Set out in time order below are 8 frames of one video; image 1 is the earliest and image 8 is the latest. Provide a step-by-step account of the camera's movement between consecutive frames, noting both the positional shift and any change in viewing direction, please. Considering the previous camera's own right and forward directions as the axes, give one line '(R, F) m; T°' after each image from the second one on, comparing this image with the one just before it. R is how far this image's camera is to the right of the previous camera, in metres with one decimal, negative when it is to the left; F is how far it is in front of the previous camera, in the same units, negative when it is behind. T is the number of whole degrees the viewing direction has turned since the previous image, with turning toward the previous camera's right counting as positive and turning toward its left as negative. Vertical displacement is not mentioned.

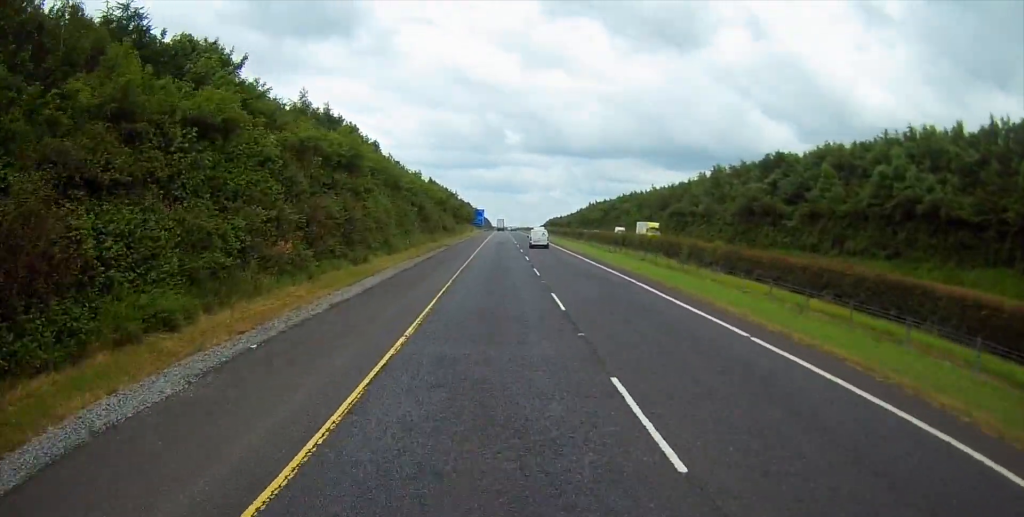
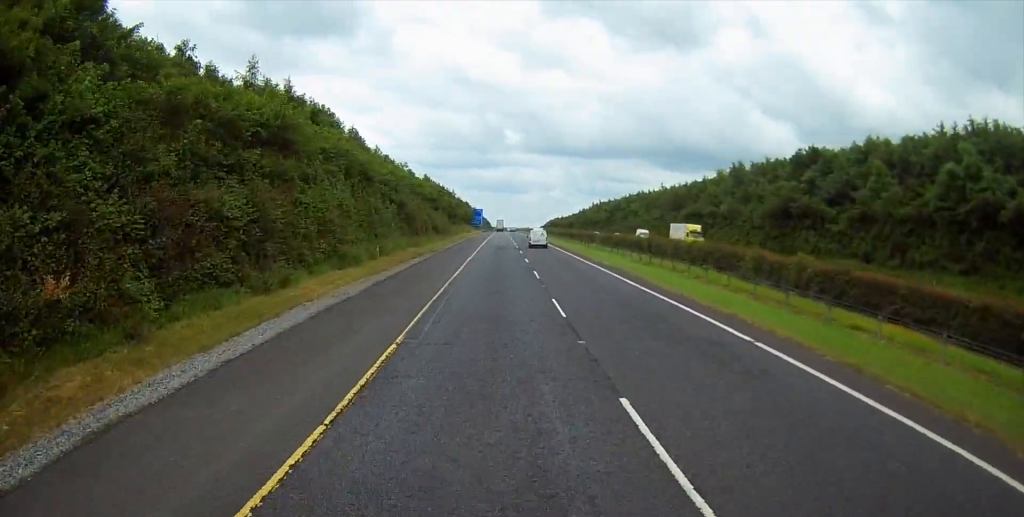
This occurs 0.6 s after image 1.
(+0.2, +13.2) m; 0°
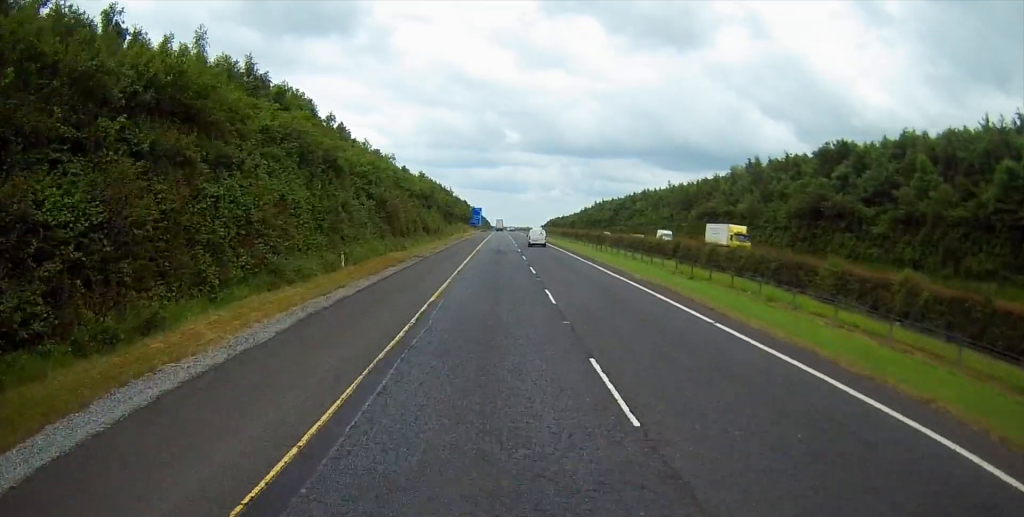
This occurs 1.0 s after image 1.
(0.0, +9.3) m; 0°
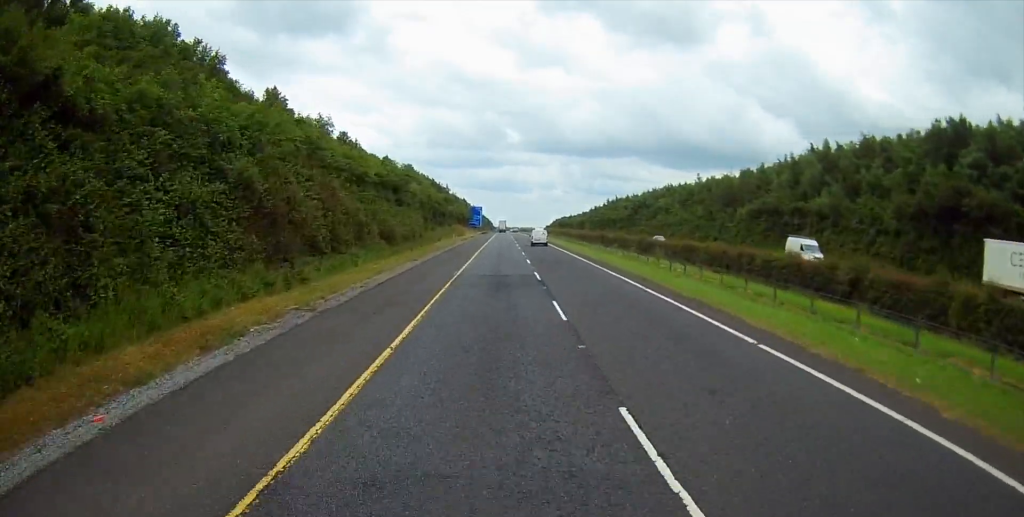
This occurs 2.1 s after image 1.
(0.0, +27.0) m; 0°
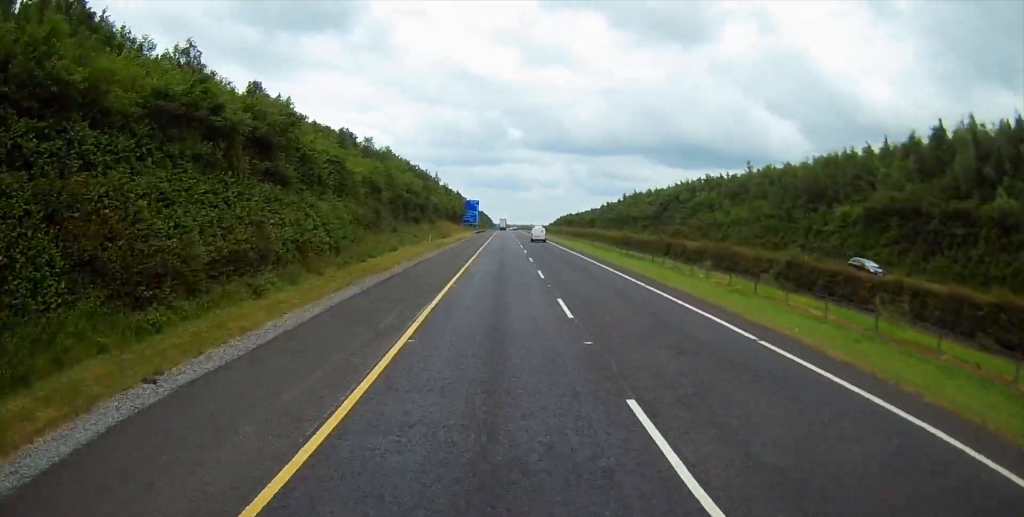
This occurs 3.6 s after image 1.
(-0.2, +34.8) m; 0°
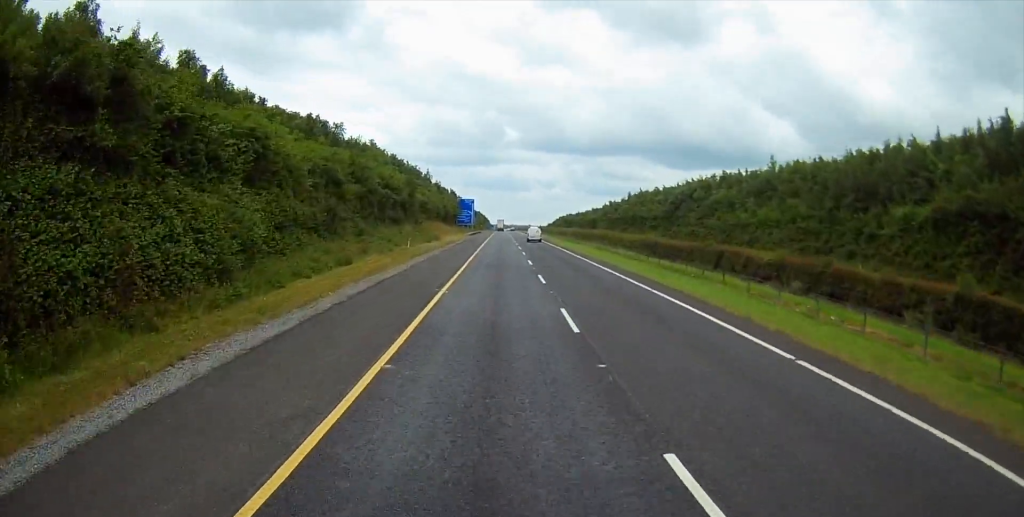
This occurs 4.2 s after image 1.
(+0.1, +13.9) m; +1°
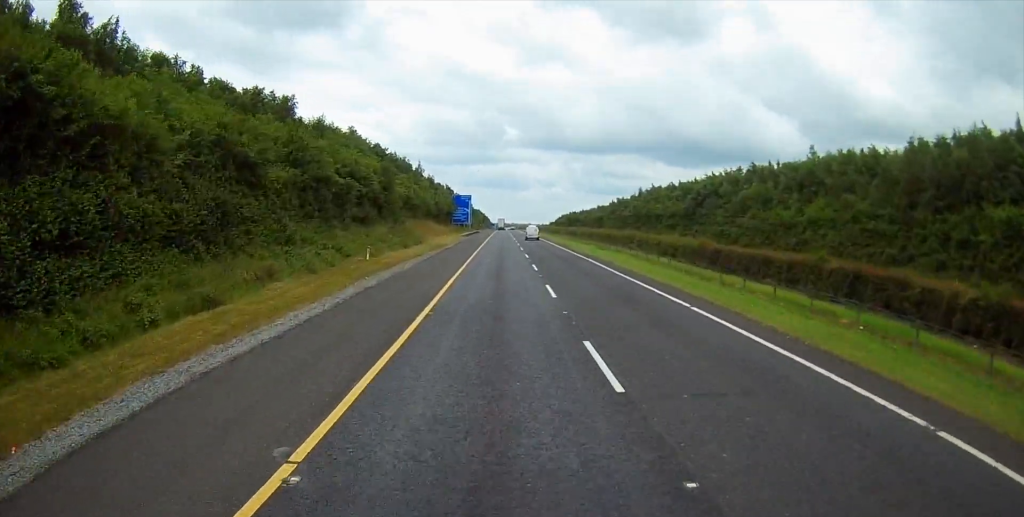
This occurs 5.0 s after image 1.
(+0.1, +17.0) m; 0°
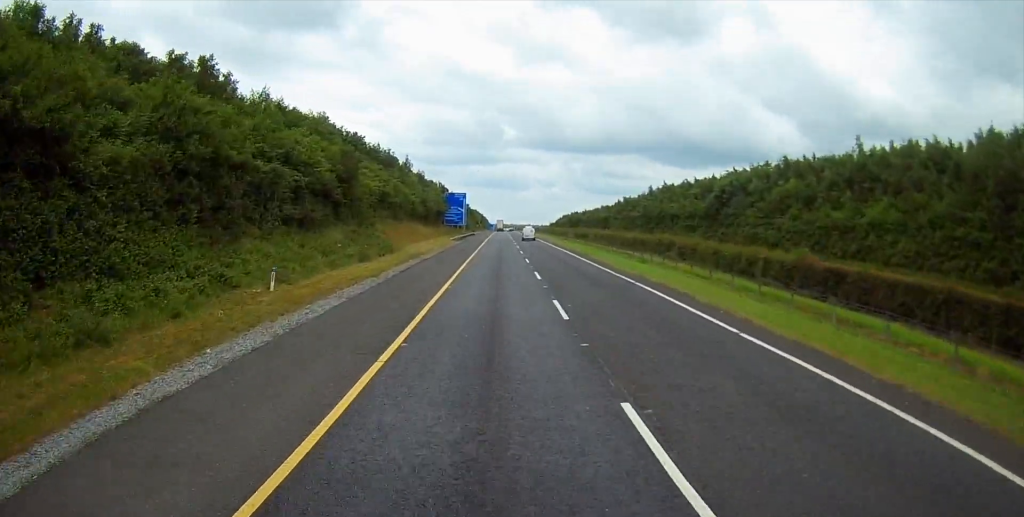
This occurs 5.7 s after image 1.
(+0.2, +16.2) m; 0°
